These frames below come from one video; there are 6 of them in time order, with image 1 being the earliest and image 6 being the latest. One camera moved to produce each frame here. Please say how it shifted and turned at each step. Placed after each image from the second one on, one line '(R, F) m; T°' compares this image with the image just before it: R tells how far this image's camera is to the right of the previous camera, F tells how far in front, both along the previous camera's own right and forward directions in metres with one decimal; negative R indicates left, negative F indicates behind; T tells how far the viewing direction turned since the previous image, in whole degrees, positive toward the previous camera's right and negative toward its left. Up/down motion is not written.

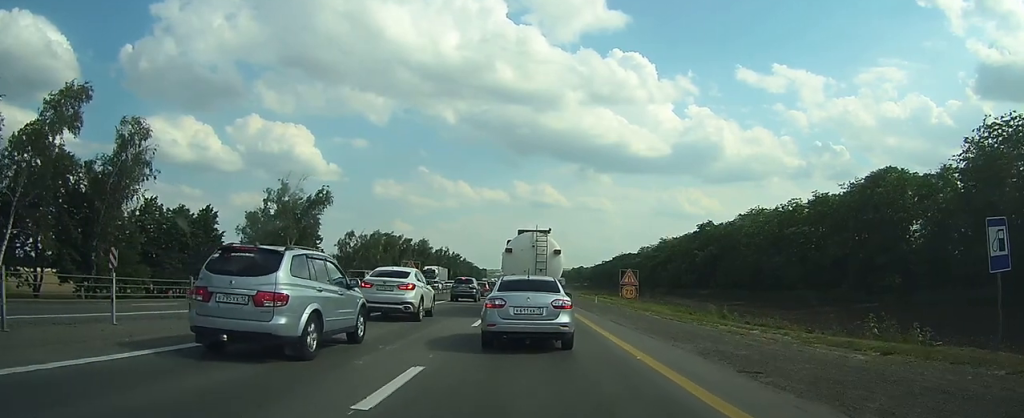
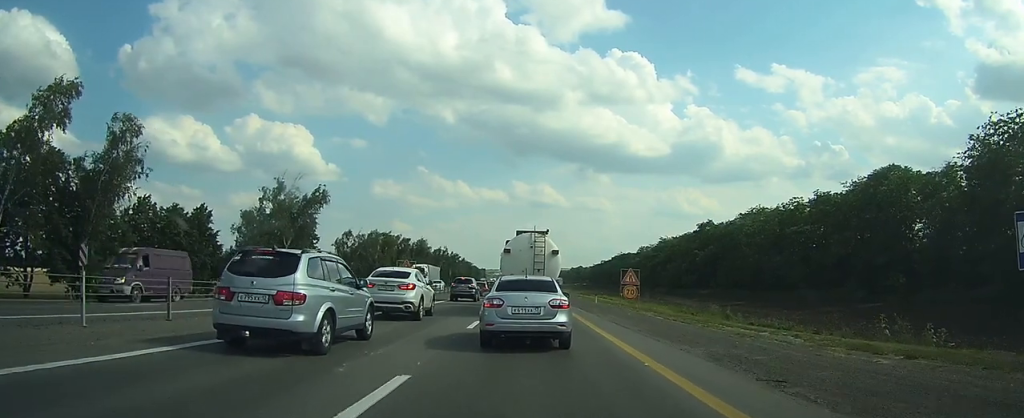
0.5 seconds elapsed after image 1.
(0.0, +0.8) m; -1°
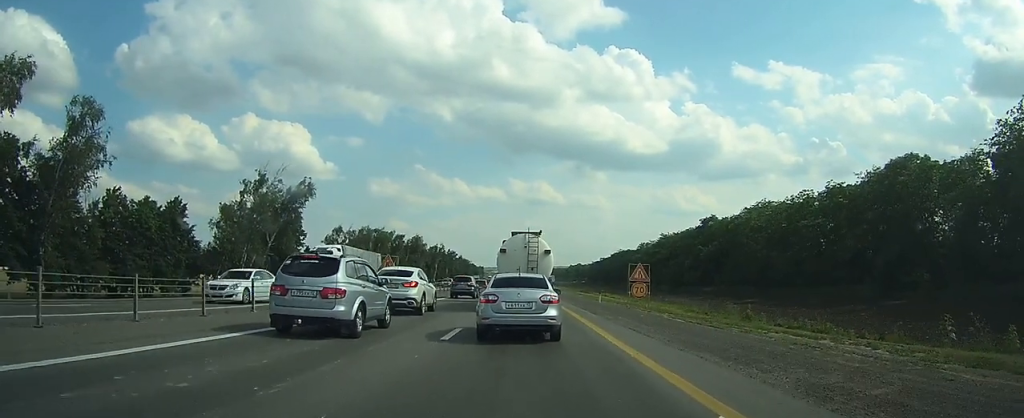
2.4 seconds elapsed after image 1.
(0.0, +3.5) m; 0°
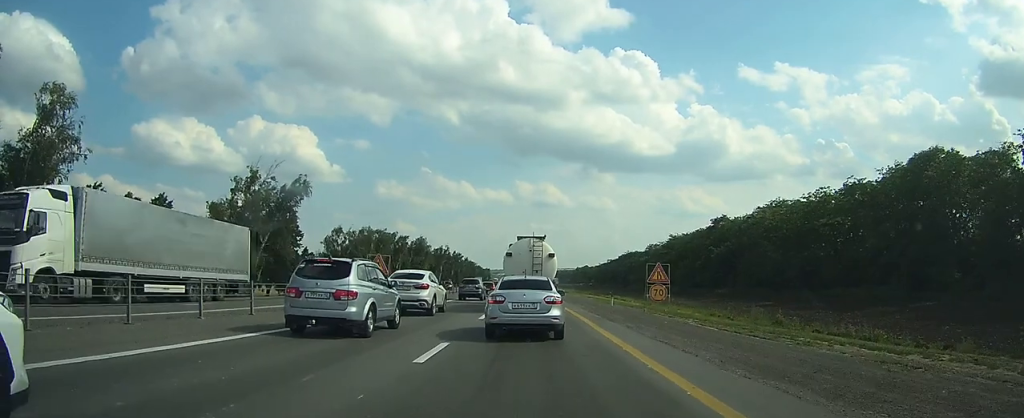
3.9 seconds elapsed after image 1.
(0.0, +2.8) m; -1°
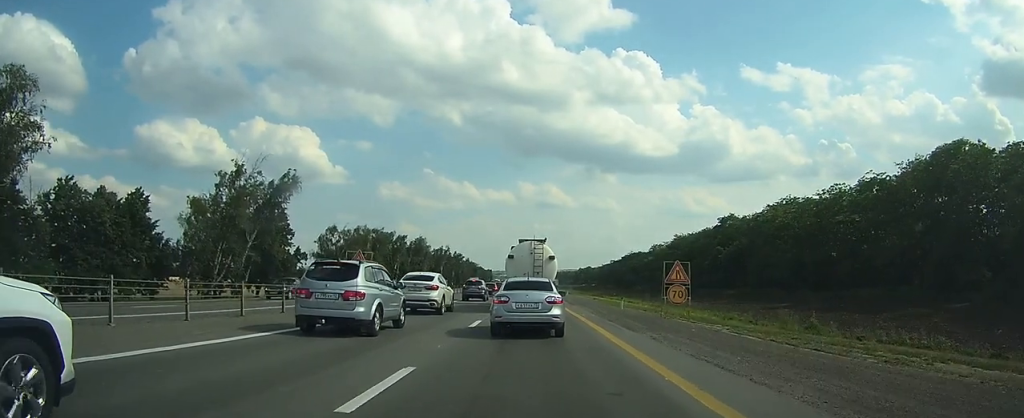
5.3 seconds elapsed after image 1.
(0.0, +3.1) m; -1°
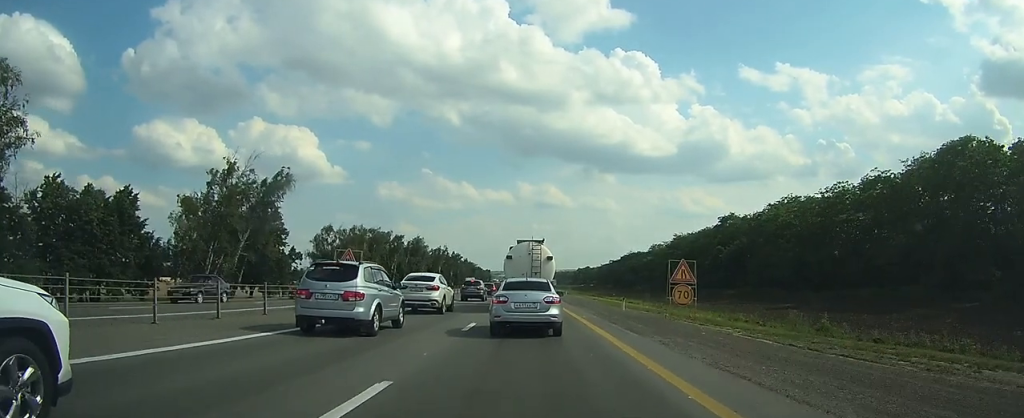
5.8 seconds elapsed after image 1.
(0.0, +1.1) m; 0°
